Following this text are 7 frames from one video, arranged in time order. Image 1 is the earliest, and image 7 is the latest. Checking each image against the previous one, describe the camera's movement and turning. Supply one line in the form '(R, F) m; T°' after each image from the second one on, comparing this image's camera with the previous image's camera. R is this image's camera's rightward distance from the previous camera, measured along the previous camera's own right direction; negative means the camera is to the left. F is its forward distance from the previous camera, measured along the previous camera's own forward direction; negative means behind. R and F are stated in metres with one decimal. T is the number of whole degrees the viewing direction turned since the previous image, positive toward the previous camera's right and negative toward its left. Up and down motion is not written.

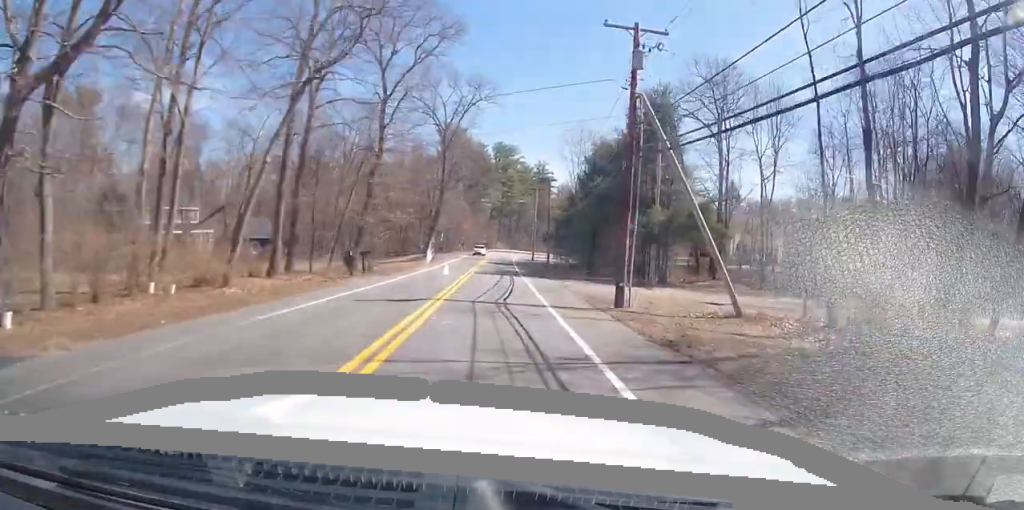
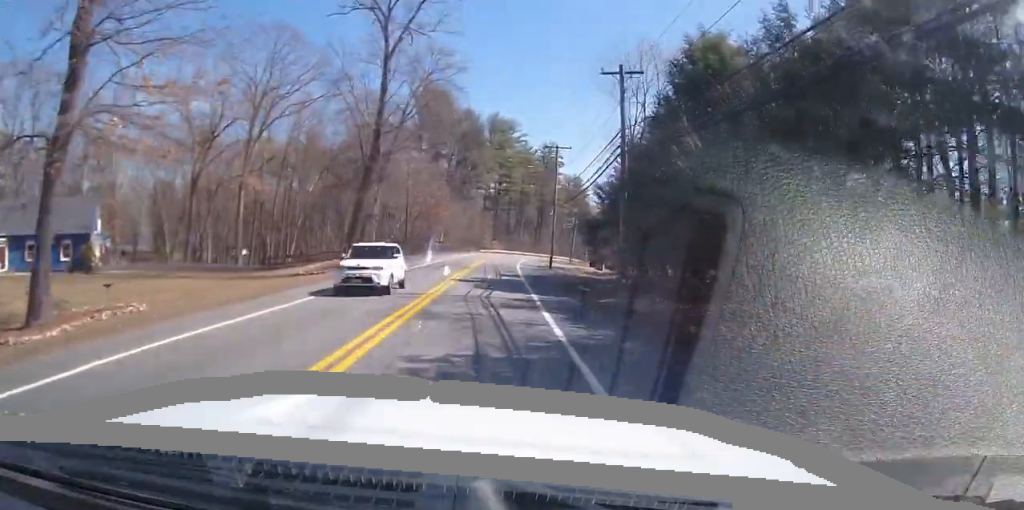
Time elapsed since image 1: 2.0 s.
(-0.3, +34.0) m; +1°
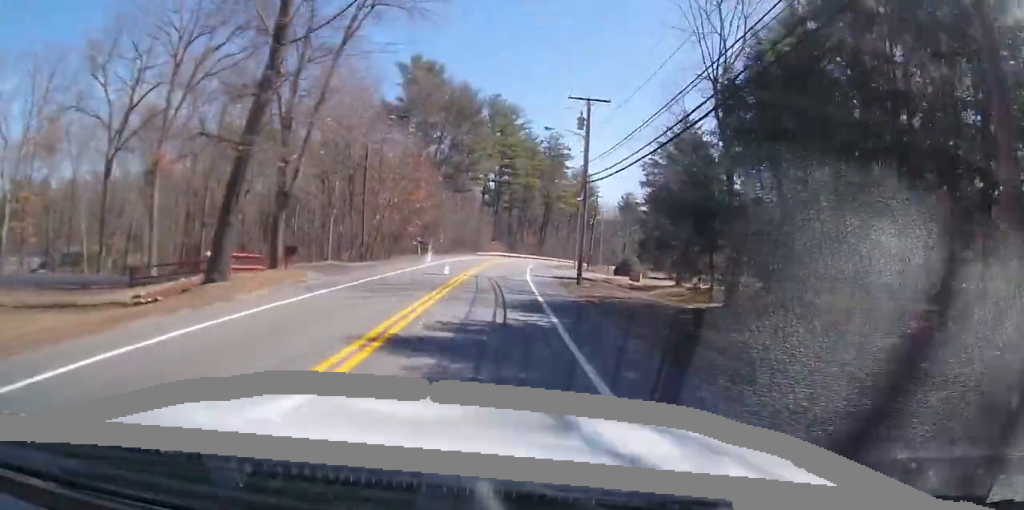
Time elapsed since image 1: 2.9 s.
(+0.2, +16.4) m; 0°
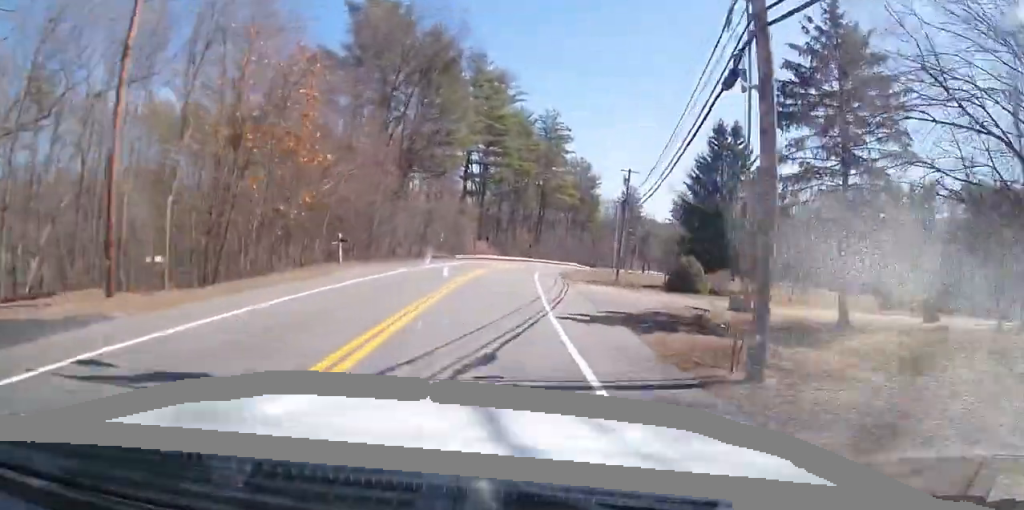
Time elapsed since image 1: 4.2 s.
(-0.1, +23.2) m; 0°
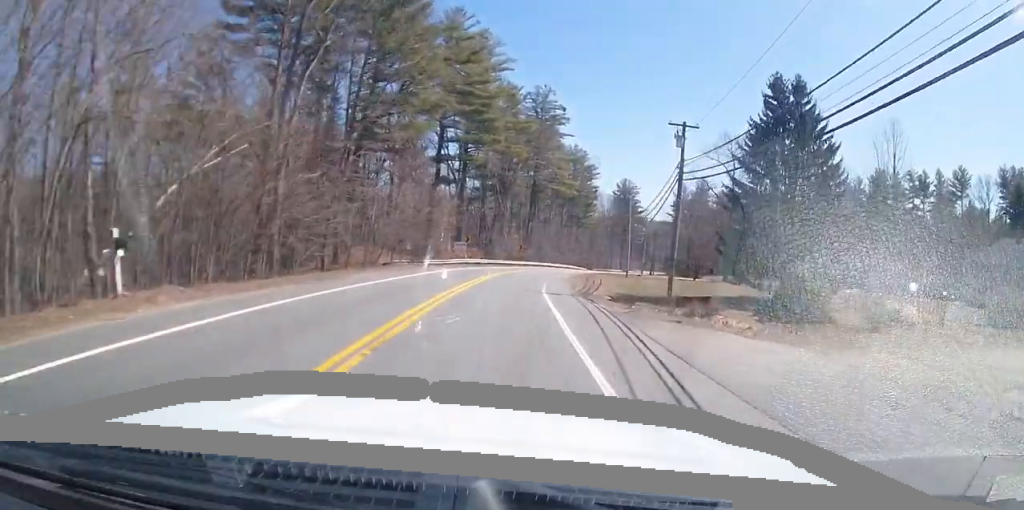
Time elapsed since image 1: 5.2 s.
(0.0, +17.3) m; +1°
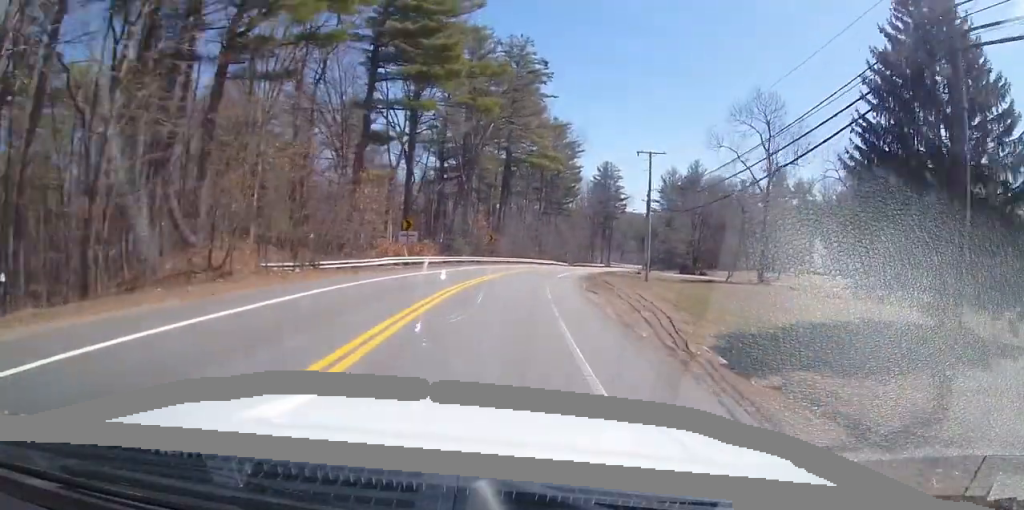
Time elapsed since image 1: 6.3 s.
(+1.0, +20.7) m; +8°
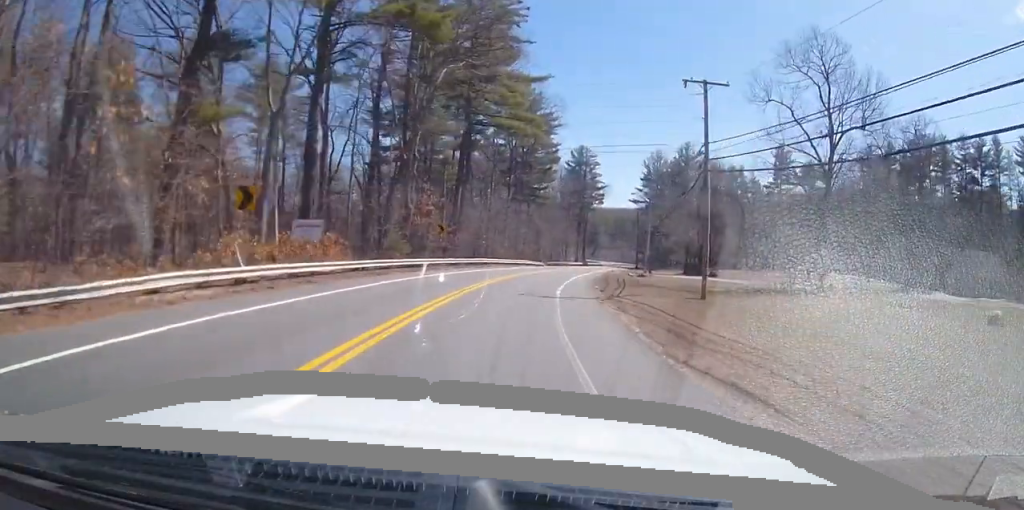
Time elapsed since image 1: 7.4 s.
(+1.7, +19.7) m; +5°
